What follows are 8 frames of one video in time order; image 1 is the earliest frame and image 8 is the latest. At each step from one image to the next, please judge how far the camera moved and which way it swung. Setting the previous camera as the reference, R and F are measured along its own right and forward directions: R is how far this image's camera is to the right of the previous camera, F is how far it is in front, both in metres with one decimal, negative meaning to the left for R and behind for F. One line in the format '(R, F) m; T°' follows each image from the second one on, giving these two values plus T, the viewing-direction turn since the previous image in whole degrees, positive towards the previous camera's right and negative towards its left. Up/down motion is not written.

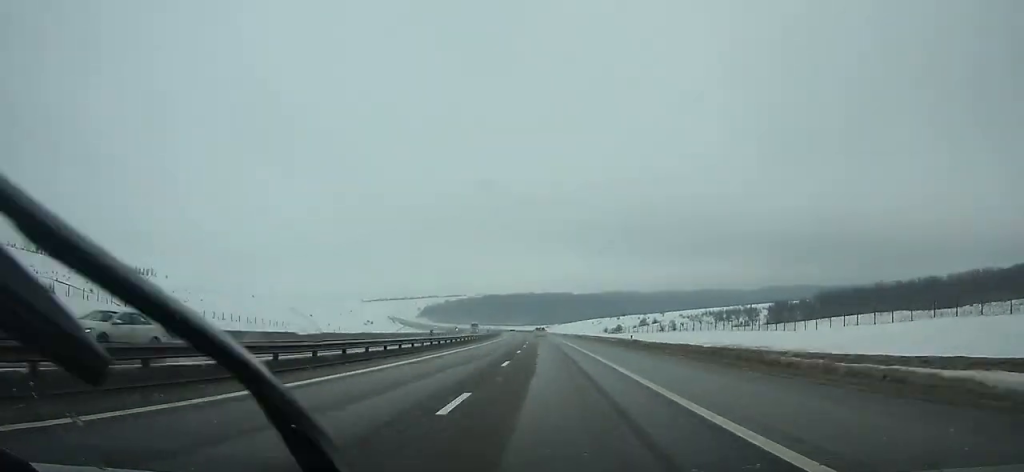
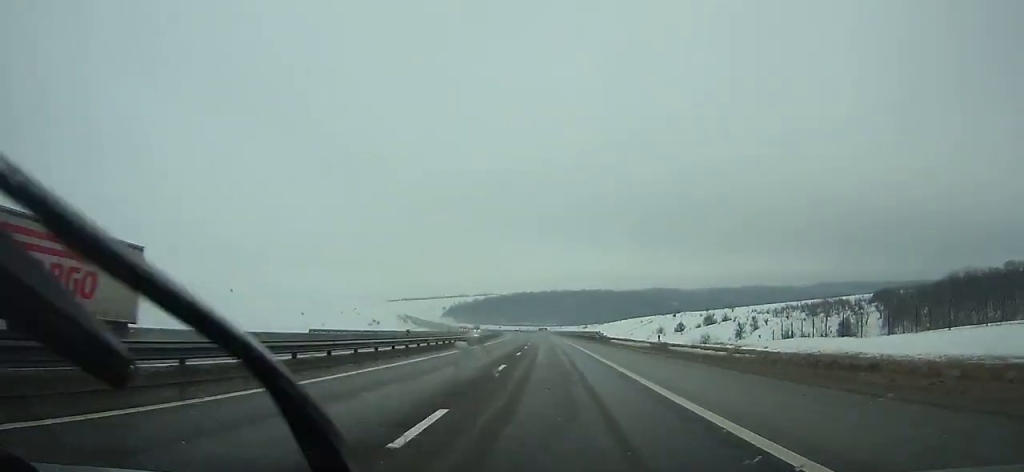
(-3.2, +110.2) m; -3°
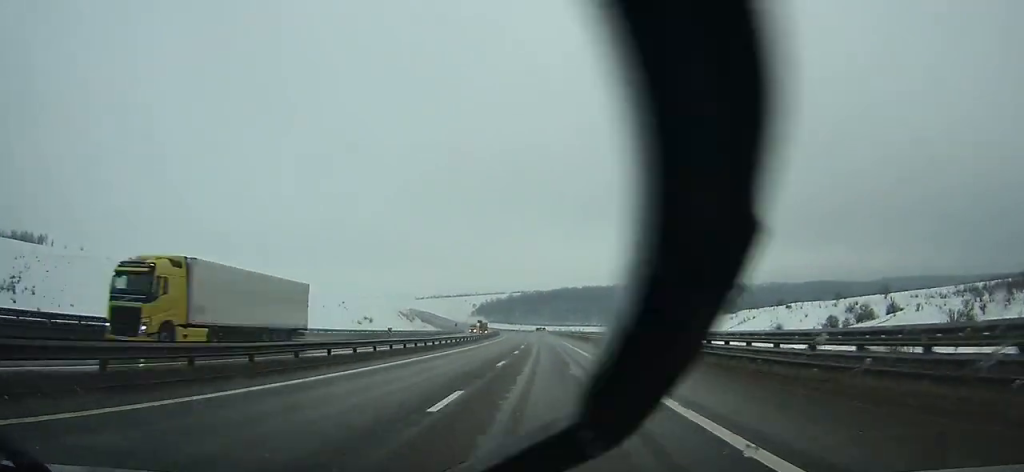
(-6.0, +153.0) m; -5°
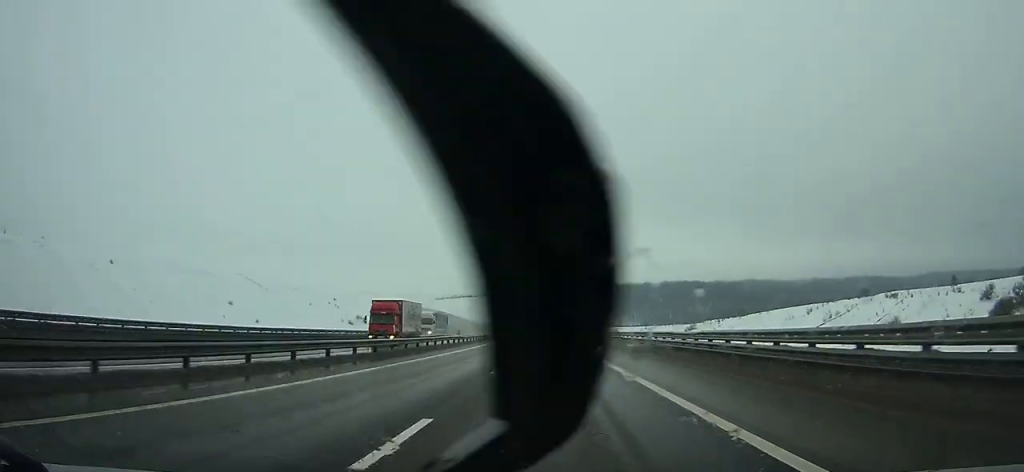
(-1.2, +76.7) m; -2°
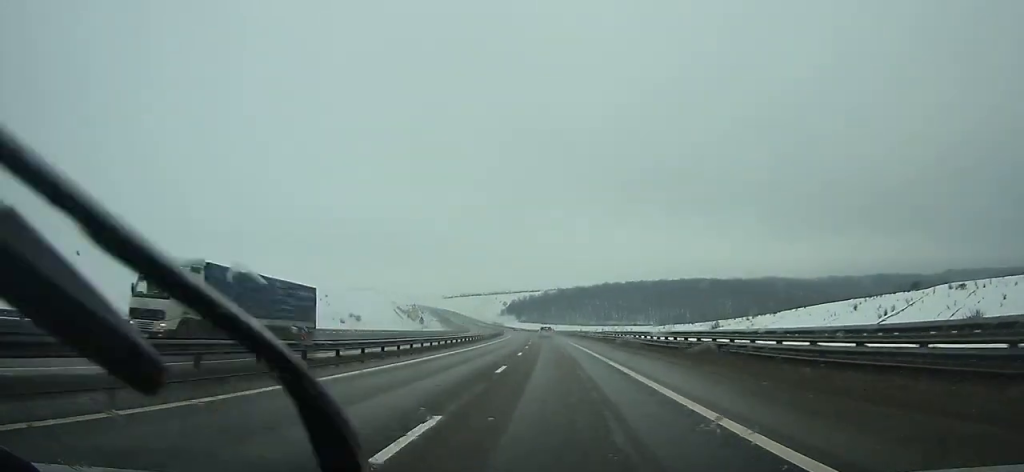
(-0.6, +35.9) m; -1°
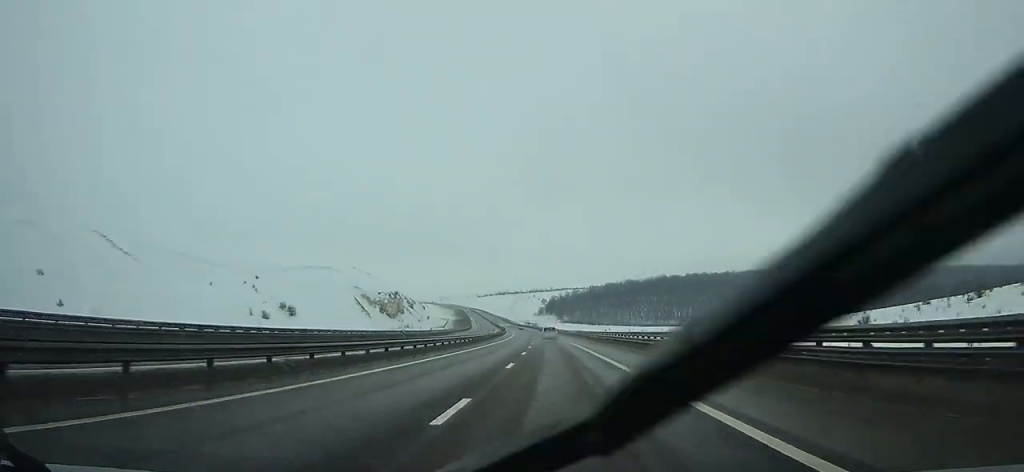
(-5.1, +141.2) m; -4°
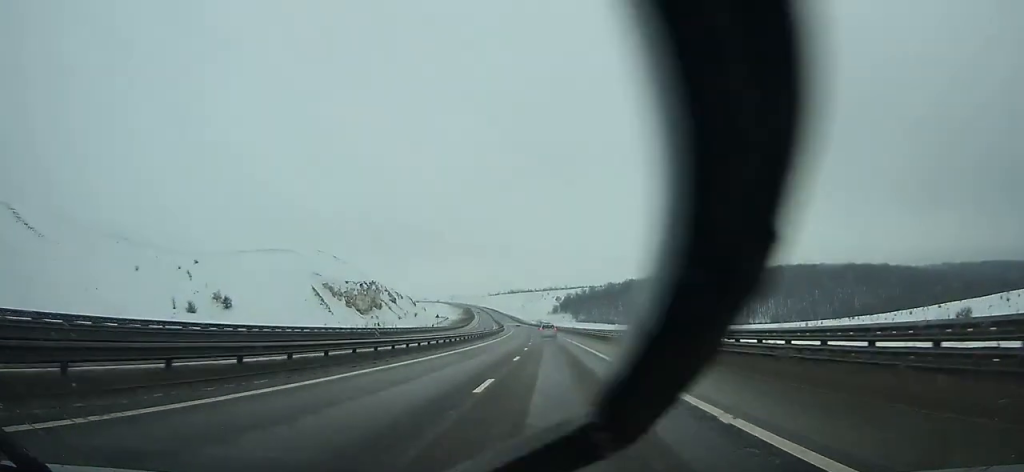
(-0.9, +55.3) m; -1°
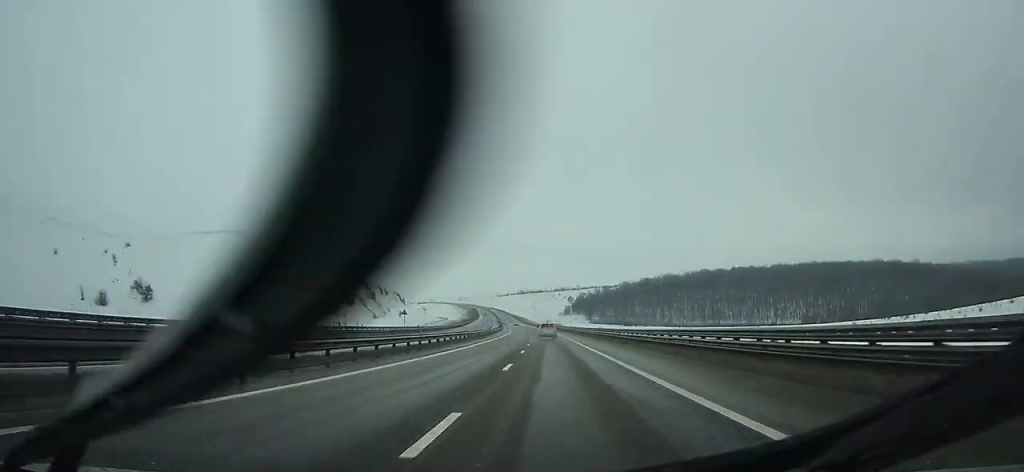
(-0.4, +41.1) m; -1°
